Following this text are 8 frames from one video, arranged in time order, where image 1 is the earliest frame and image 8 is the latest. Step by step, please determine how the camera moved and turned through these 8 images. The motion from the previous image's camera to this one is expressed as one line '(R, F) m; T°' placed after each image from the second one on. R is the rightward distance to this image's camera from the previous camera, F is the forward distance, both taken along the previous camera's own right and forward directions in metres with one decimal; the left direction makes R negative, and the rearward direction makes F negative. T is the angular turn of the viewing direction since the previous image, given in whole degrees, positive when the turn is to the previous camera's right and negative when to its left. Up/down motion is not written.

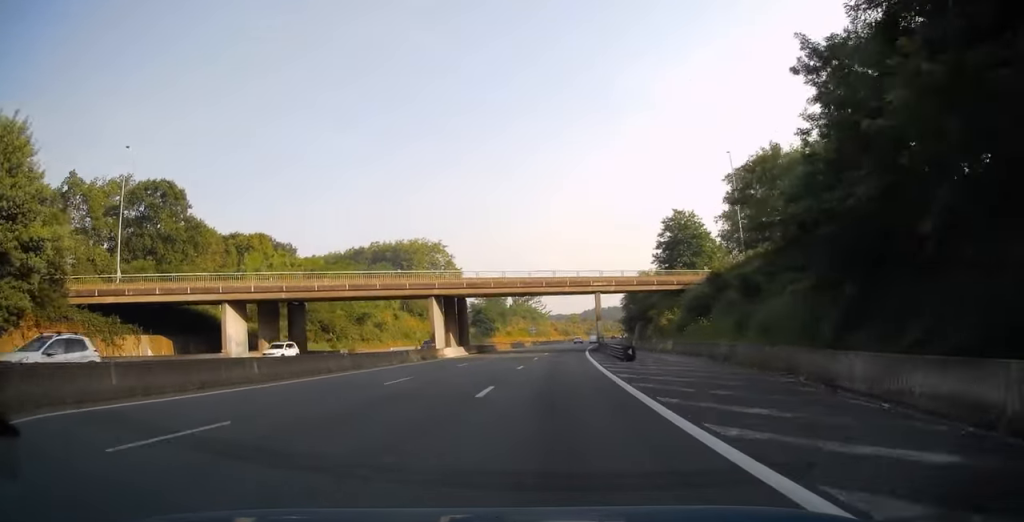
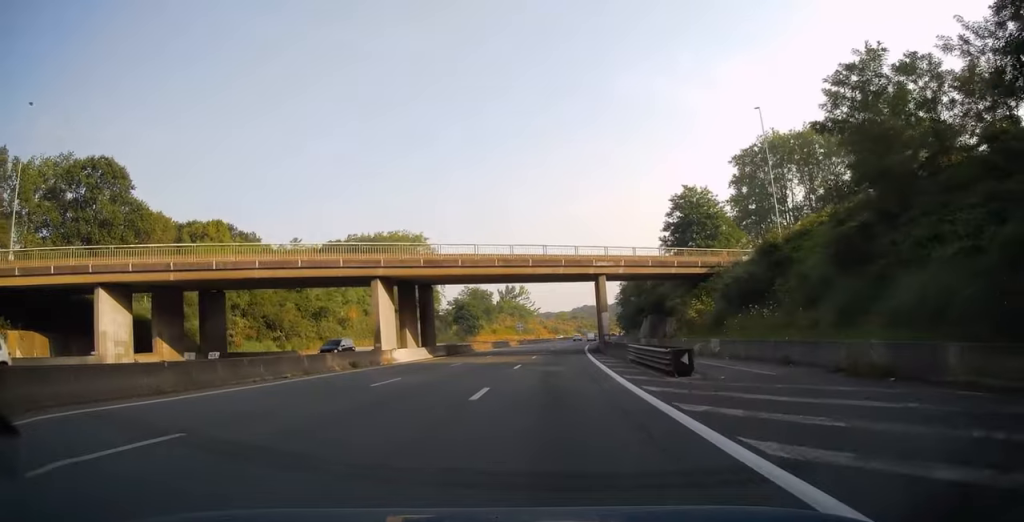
(+0.3, +14.3) m; +1°
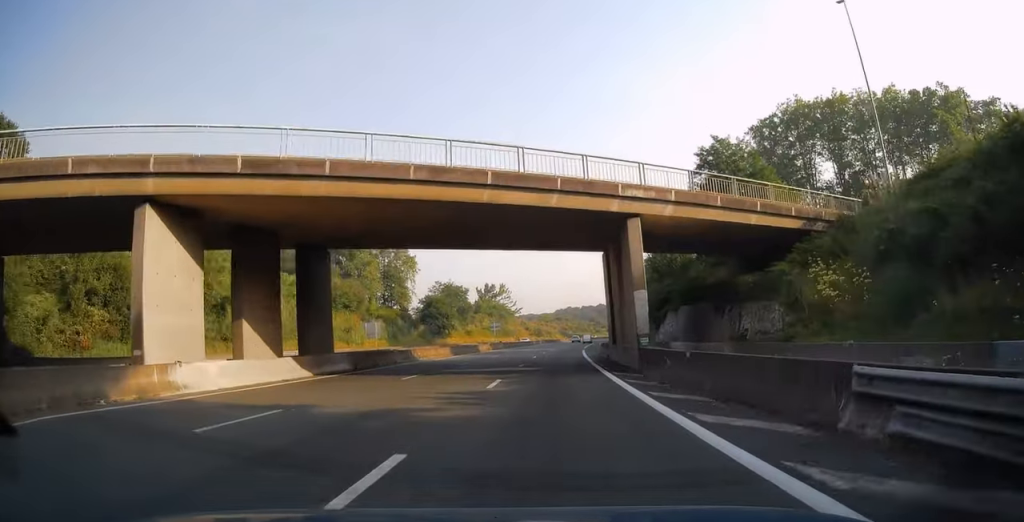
(+0.3, +22.2) m; +2°
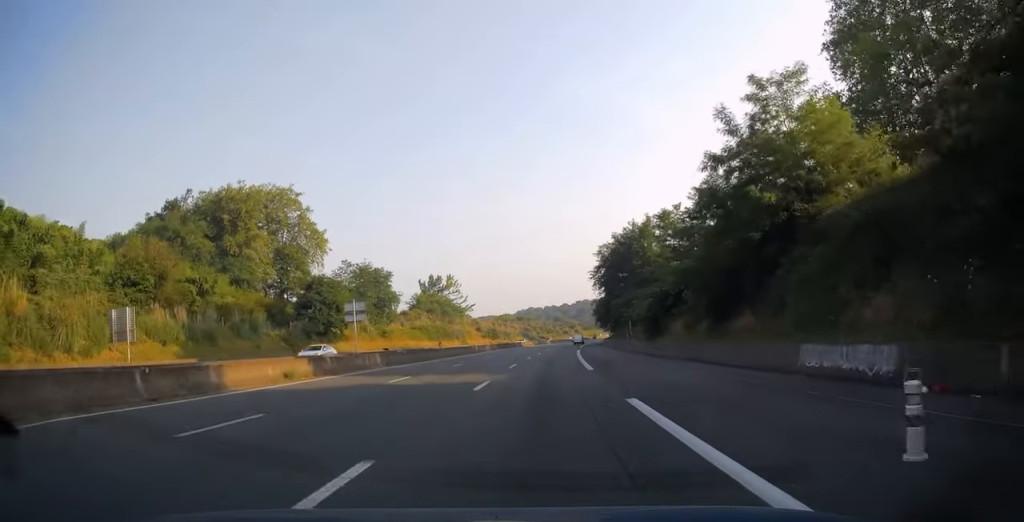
(+1.5, +51.7) m; +3°
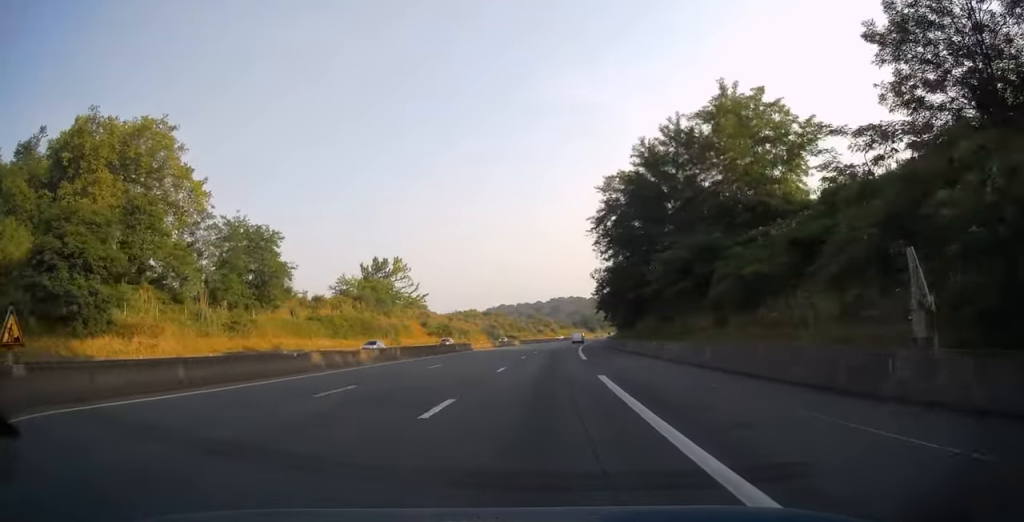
(+1.1, +45.2) m; +3°
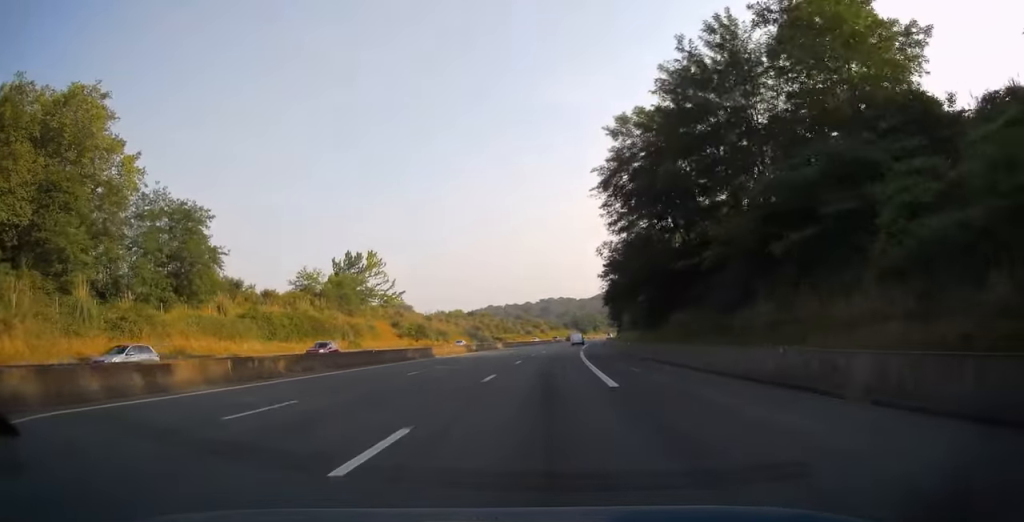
(+0.1, +17.2) m; +1°
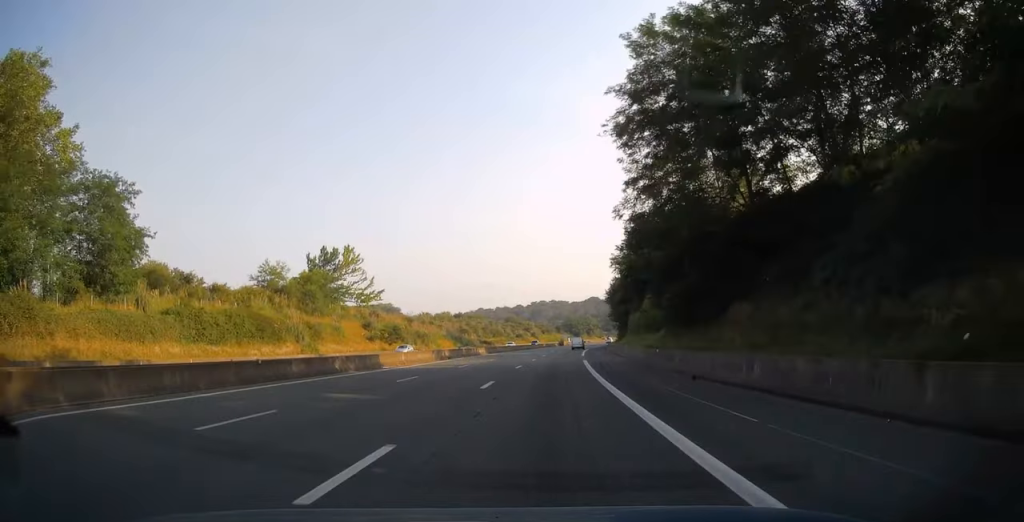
(+0.1, +13.7) m; +1°
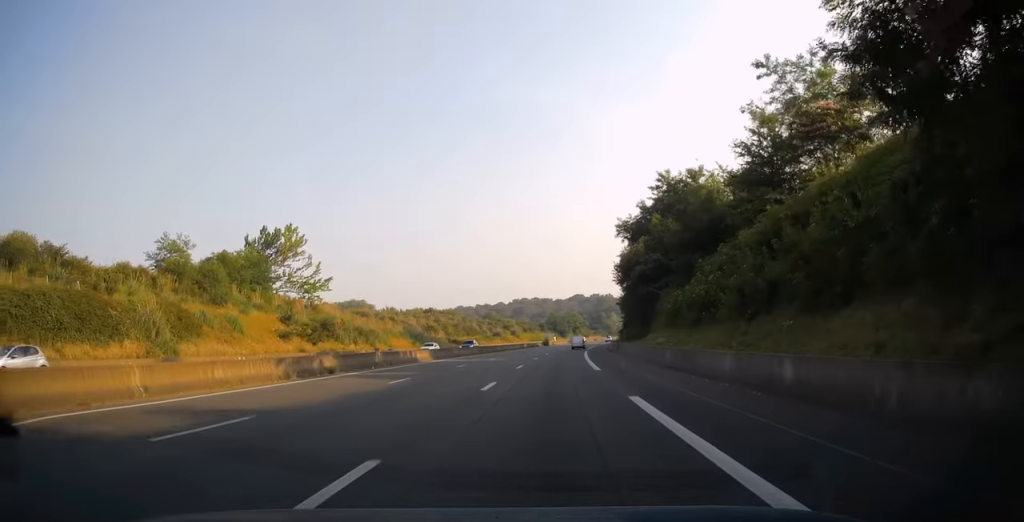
(+0.5, +27.0) m; +2°
